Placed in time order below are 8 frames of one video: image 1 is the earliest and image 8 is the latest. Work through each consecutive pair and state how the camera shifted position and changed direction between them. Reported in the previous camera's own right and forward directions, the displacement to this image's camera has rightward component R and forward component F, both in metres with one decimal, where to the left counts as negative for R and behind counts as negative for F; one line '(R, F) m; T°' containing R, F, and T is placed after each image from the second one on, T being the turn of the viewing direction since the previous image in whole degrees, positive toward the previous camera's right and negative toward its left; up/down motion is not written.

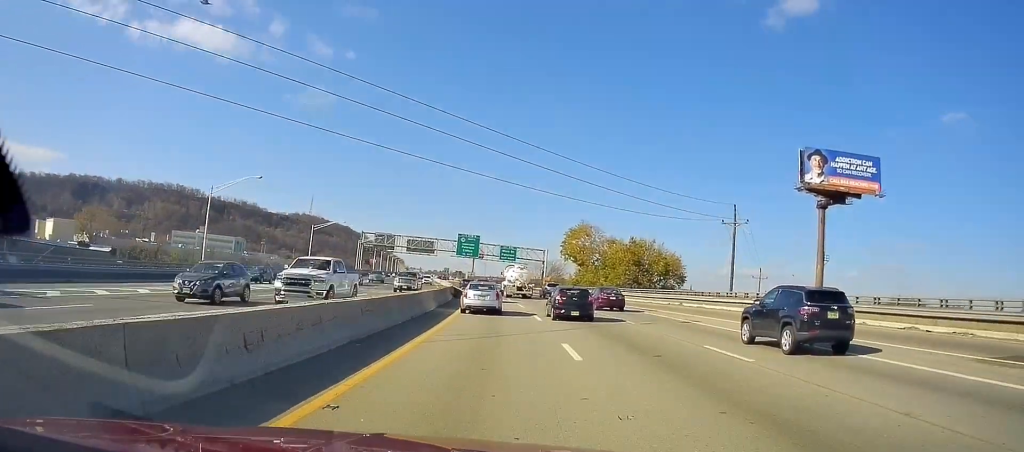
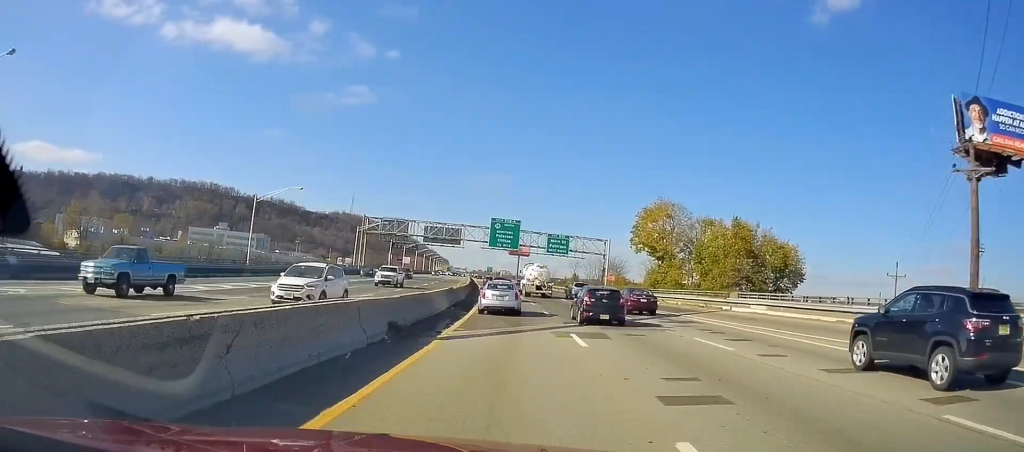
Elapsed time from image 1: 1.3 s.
(-1.7, +33.5) m; -6°
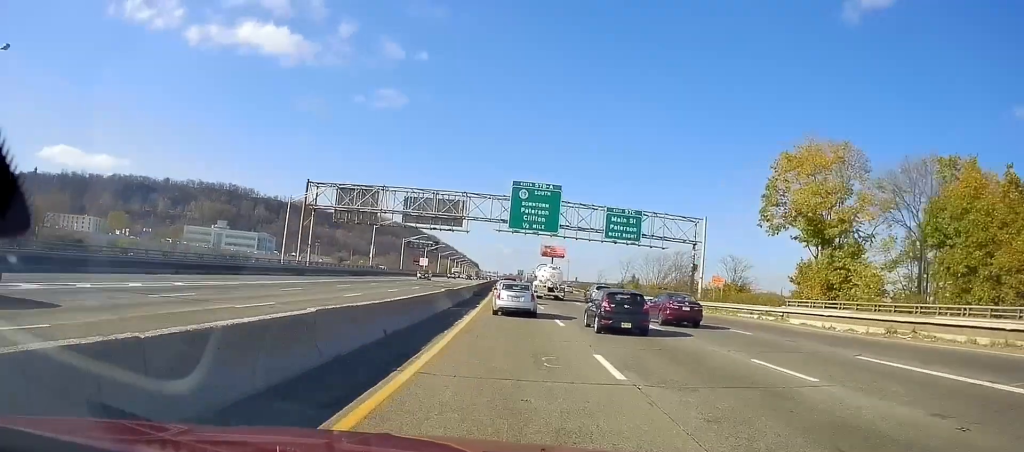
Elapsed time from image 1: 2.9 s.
(-1.9, +40.4) m; -4°
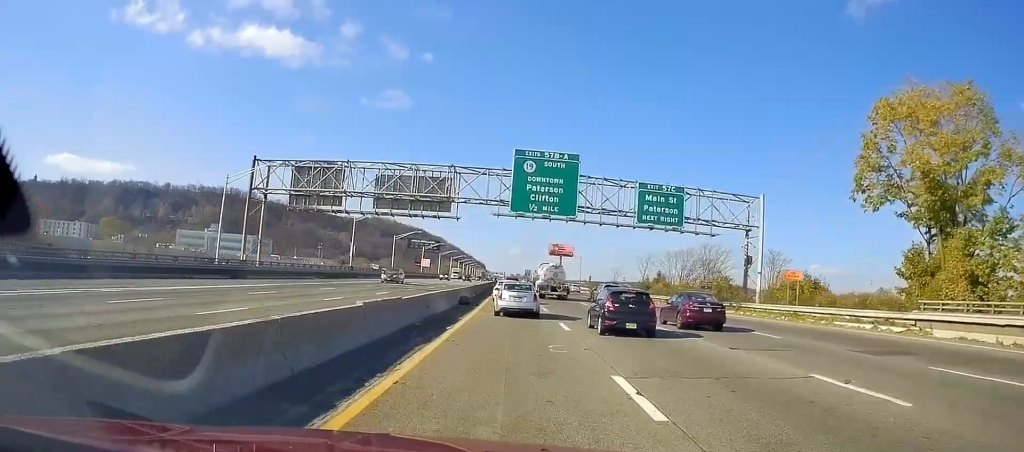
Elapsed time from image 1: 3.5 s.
(-0.1, +14.7) m; -1°
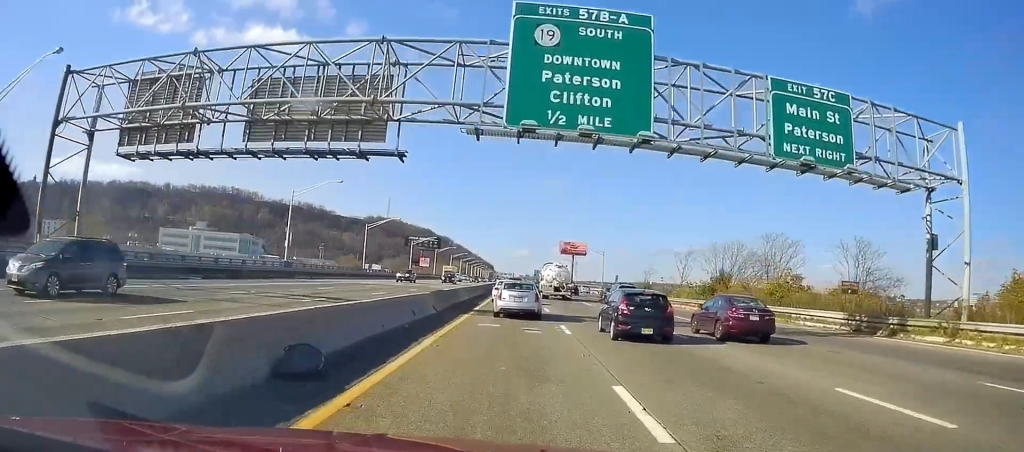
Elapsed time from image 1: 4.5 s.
(-0.4, +25.2) m; -2°
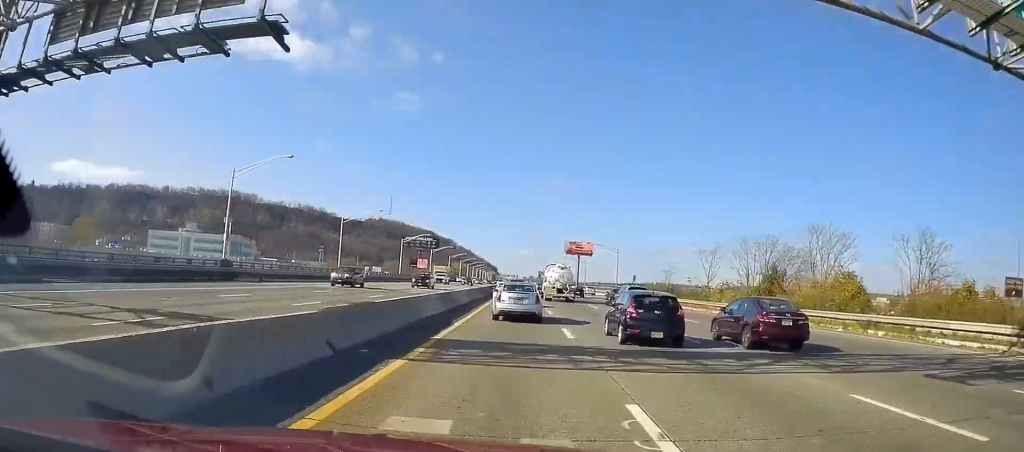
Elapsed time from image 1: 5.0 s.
(0.0, +13.1) m; -1°
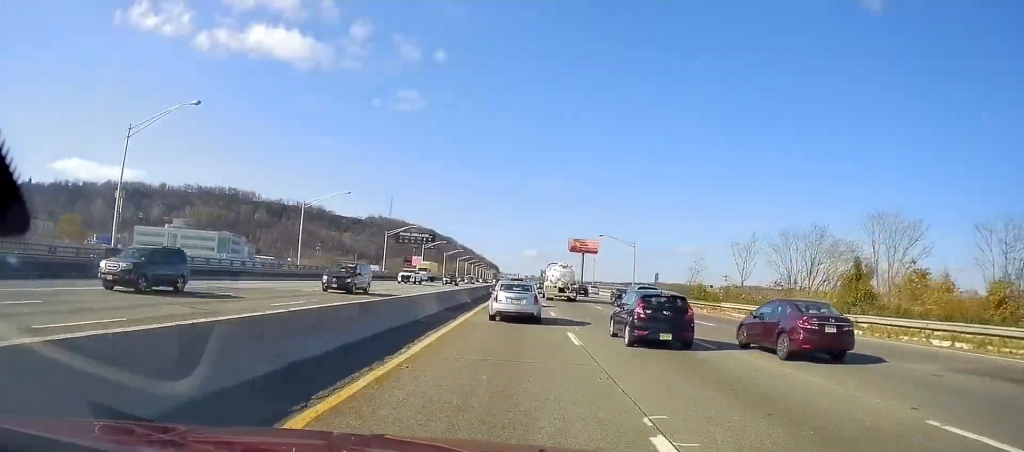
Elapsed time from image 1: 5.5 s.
(-0.2, +14.0) m; 0°
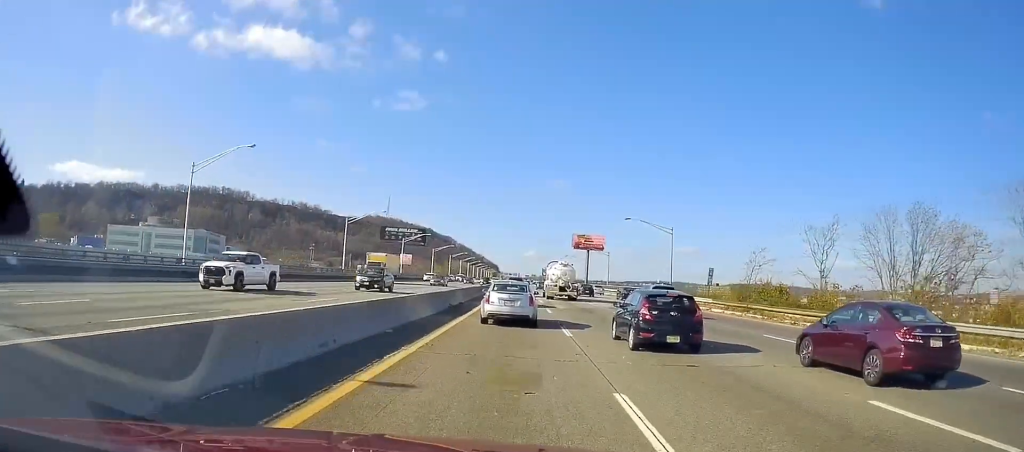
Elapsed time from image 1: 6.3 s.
(0.0, +21.9) m; 0°
